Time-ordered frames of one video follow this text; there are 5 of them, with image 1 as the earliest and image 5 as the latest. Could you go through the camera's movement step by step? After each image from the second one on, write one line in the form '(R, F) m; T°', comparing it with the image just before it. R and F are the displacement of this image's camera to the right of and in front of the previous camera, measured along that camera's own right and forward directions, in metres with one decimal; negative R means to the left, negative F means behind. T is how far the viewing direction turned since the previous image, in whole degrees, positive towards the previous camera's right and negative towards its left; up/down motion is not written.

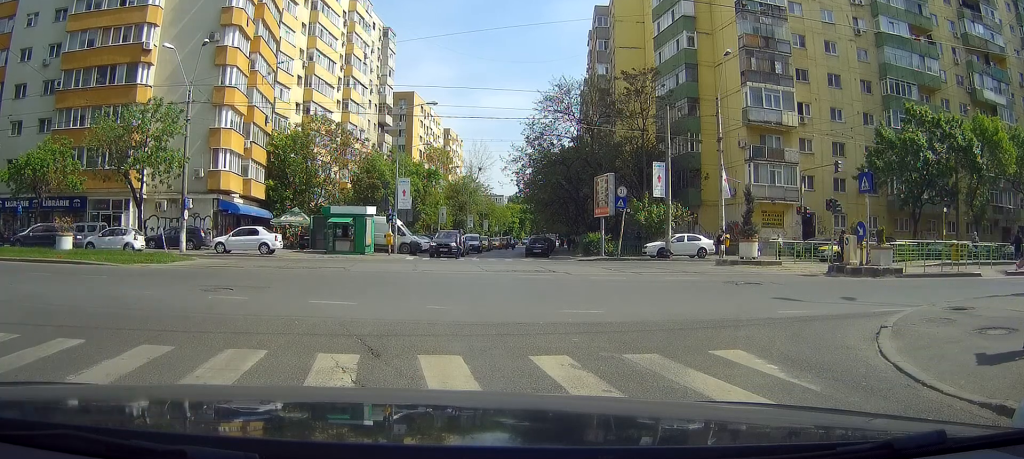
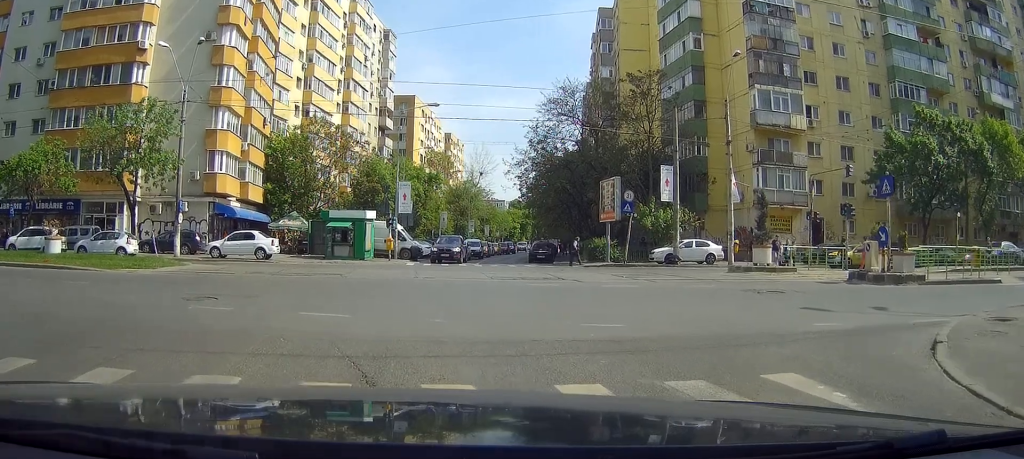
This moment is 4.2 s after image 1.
(-0.1, +2.1) m; 0°
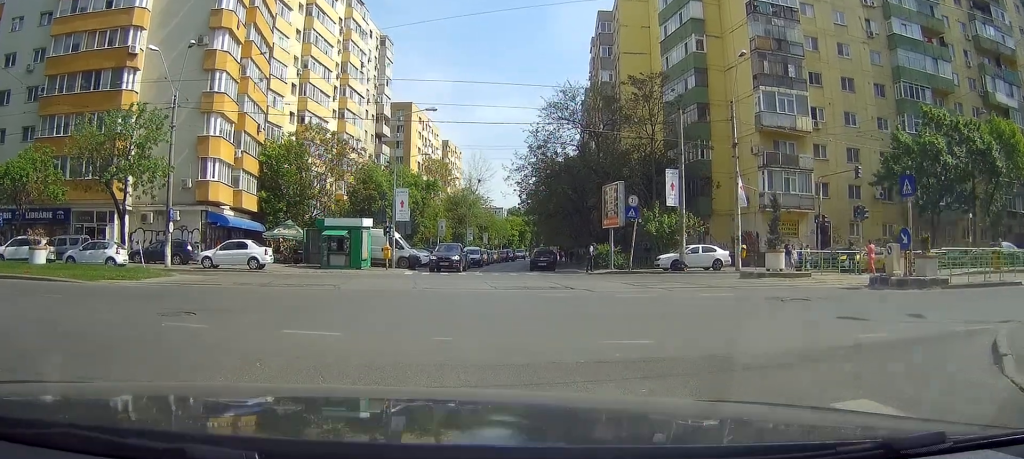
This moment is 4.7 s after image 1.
(0.0, +1.8) m; -1°
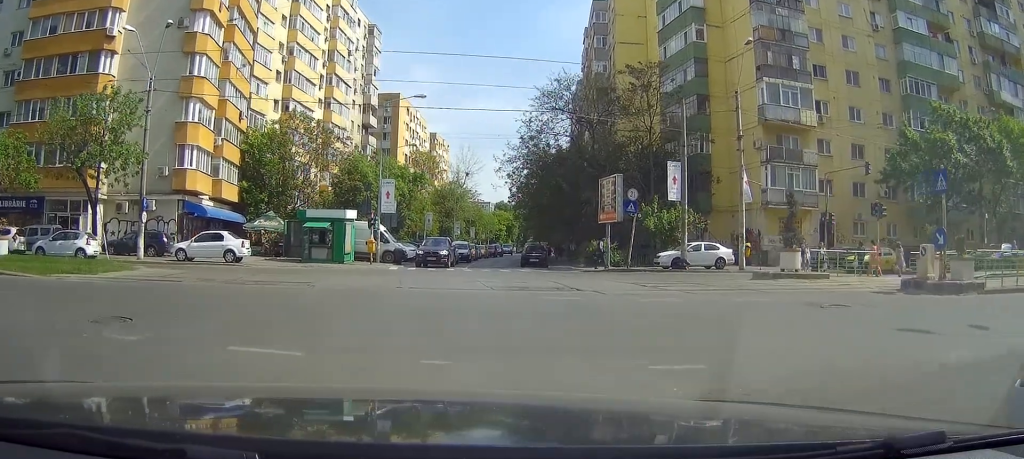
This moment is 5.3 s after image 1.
(+0.1, +2.7) m; -1°
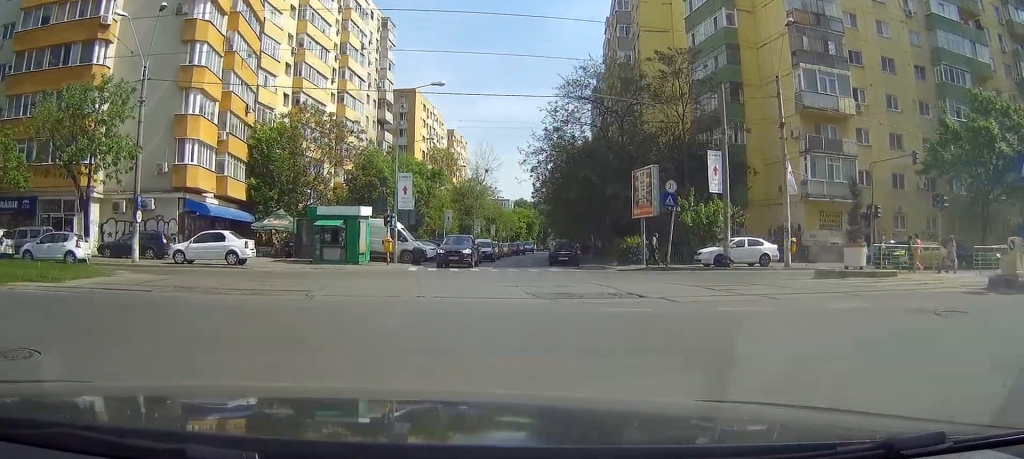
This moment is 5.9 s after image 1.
(-0.1, +3.5) m; -2°
